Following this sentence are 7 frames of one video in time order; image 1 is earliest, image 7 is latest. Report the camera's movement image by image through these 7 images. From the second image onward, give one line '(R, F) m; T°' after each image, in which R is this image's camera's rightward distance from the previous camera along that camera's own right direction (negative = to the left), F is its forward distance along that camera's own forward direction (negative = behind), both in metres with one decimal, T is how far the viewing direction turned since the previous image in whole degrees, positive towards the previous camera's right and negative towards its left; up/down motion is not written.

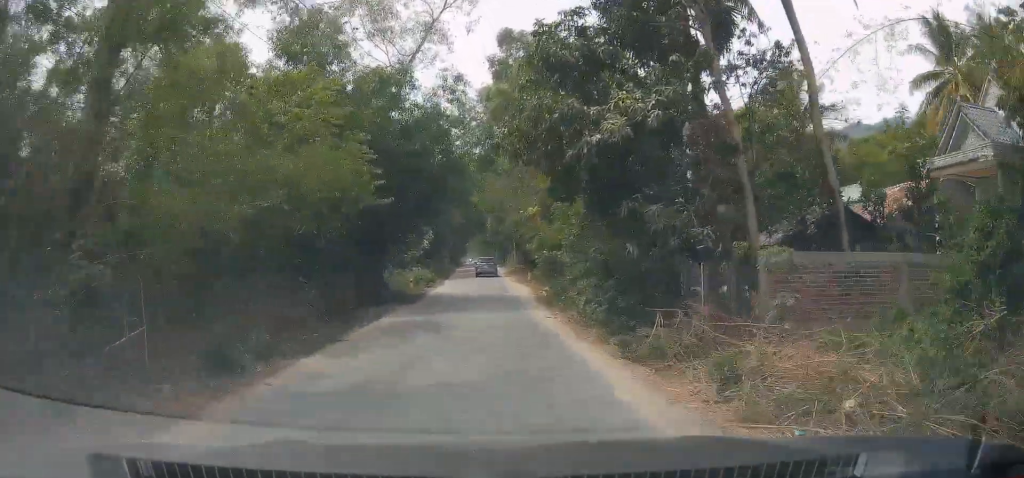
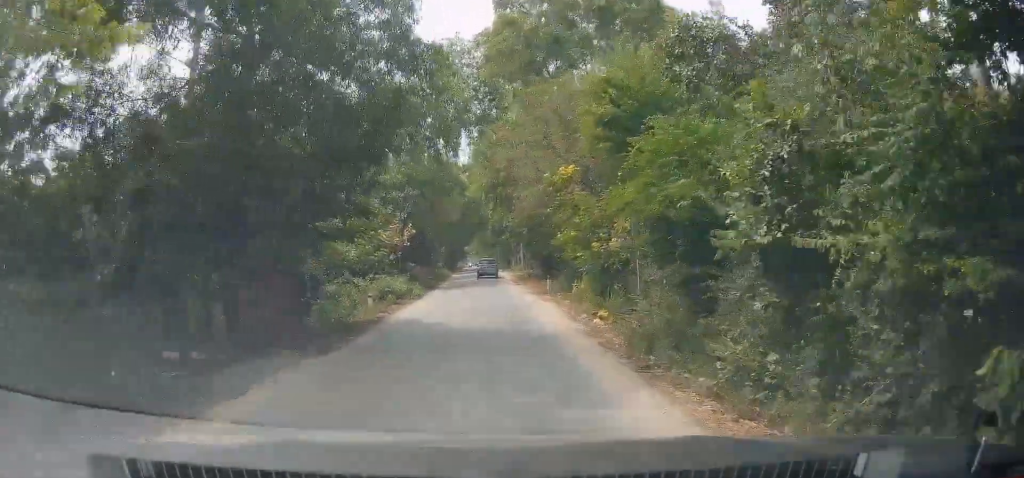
(-0.2, +13.6) m; 0°
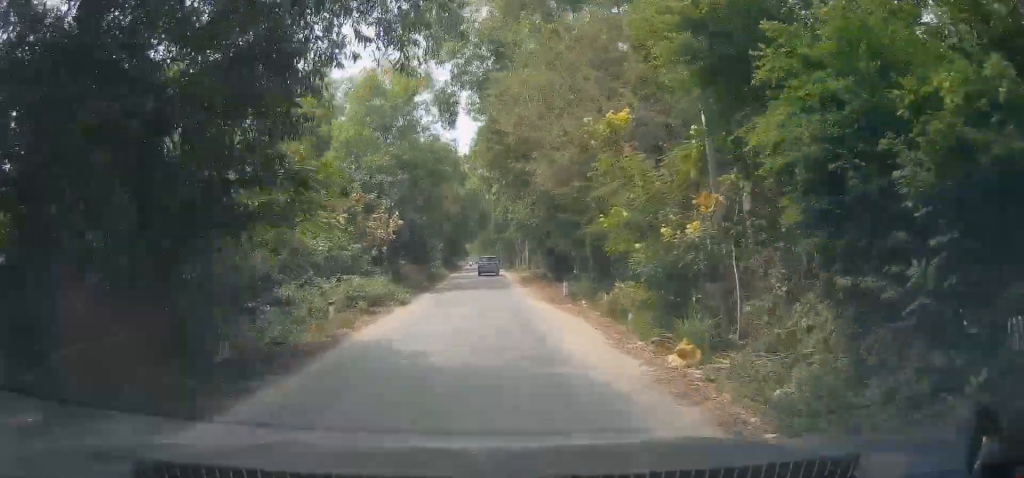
(+0.1, +6.0) m; +1°
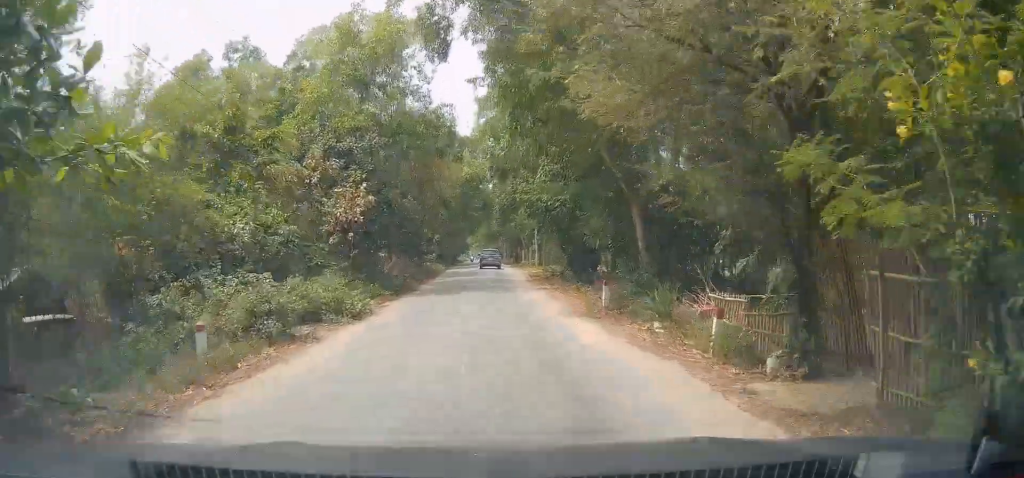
(+0.1, +8.3) m; +1°
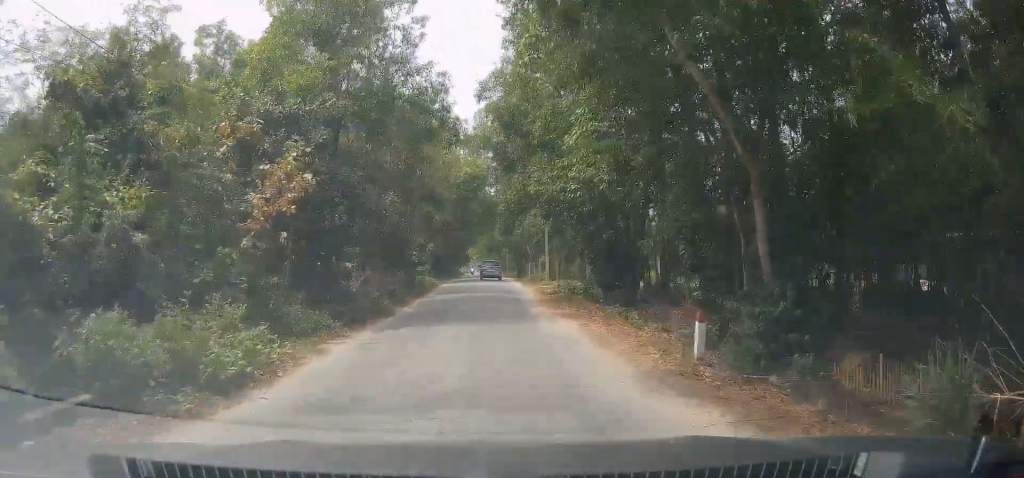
(0.0, +8.0) m; 0°
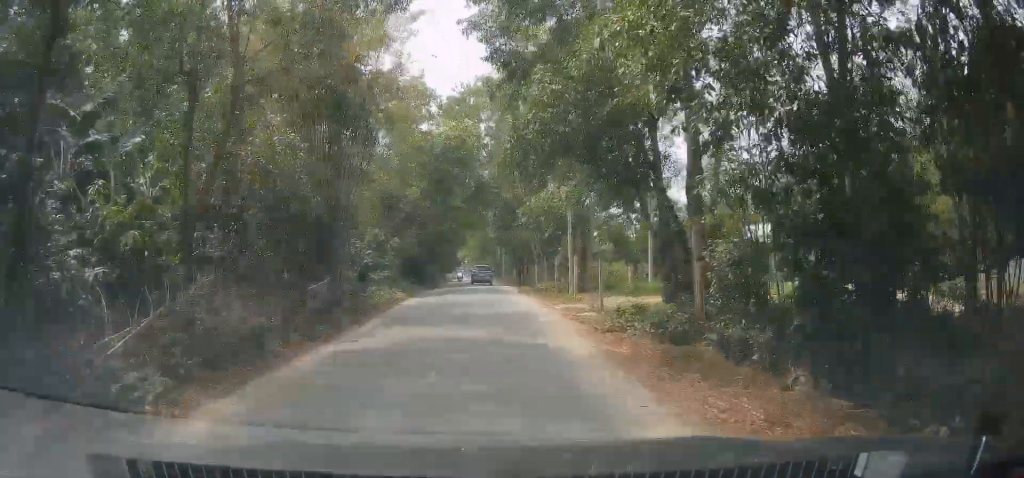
(0.0, +16.1) m; 0°
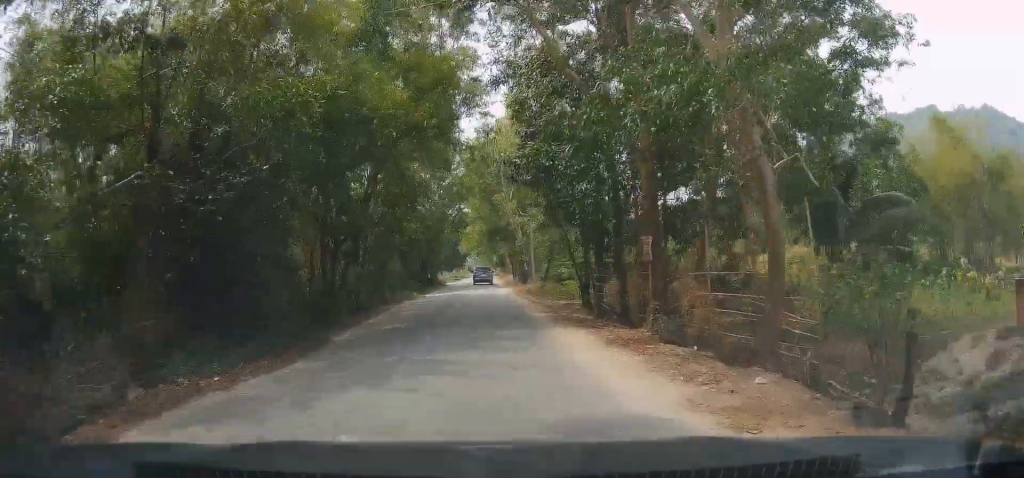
(+1.6, +40.1) m; +4°
